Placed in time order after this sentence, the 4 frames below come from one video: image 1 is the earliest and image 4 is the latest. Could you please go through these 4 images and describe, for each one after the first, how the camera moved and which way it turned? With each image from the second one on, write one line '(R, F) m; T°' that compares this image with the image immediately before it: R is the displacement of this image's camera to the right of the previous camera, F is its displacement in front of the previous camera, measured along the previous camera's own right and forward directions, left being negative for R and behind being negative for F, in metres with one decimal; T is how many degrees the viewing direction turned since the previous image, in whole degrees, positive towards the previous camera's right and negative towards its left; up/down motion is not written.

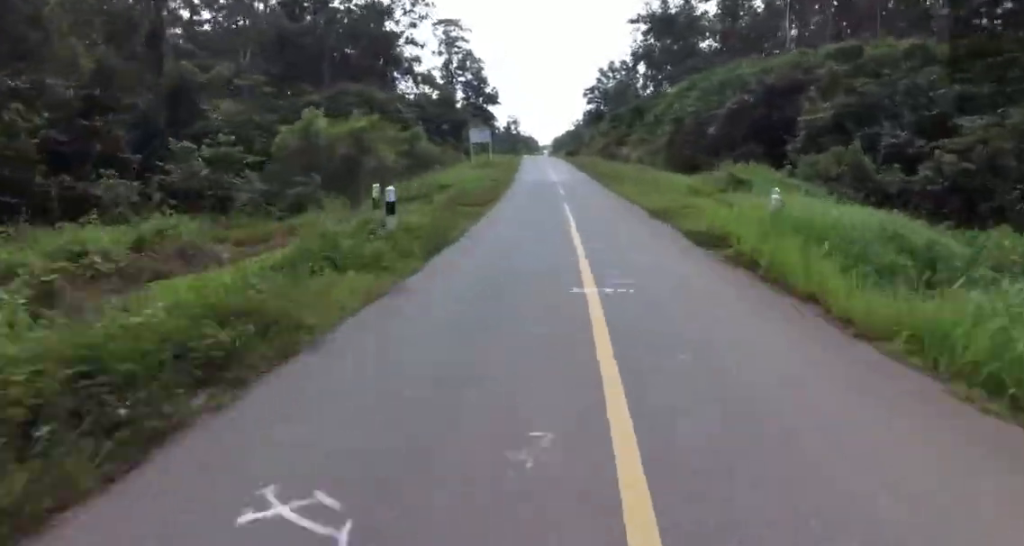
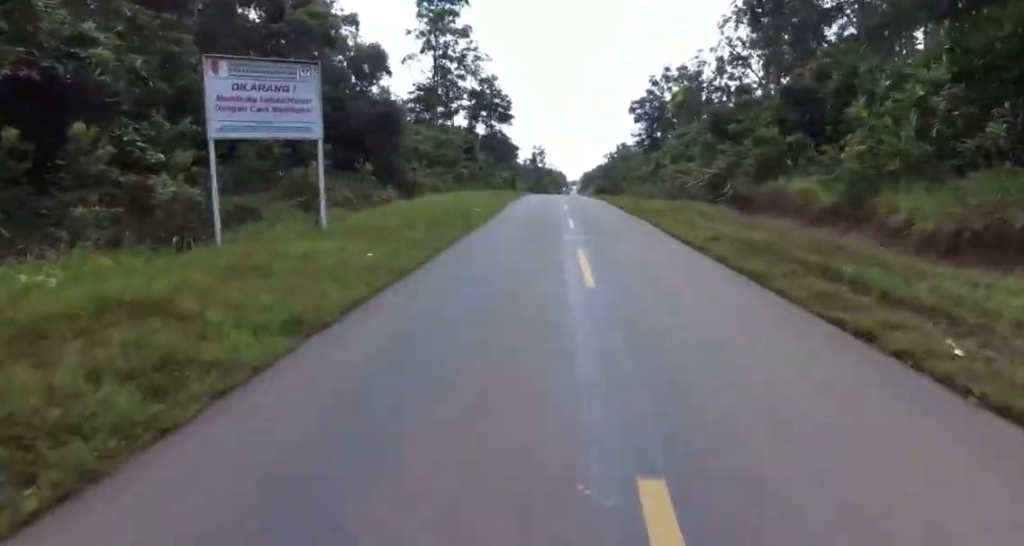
(+1.2, +52.0) m; -2°
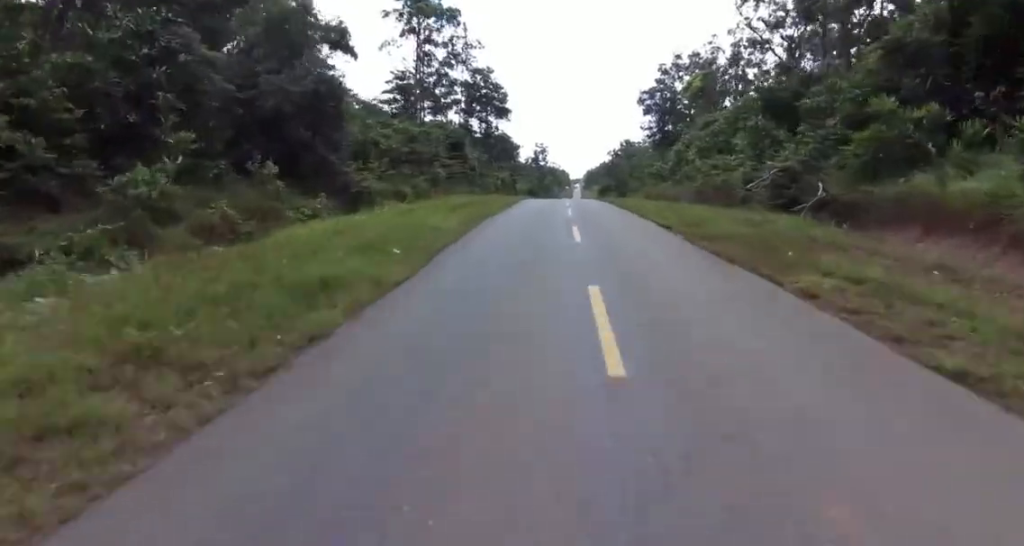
(+0.1, +11.5) m; -1°
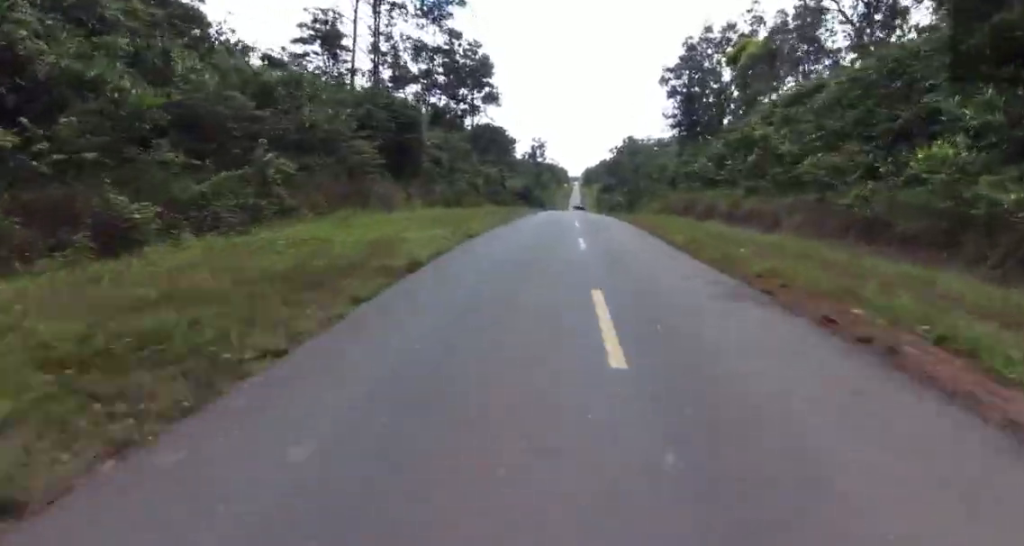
(-0.9, +24.8) m; -3°
